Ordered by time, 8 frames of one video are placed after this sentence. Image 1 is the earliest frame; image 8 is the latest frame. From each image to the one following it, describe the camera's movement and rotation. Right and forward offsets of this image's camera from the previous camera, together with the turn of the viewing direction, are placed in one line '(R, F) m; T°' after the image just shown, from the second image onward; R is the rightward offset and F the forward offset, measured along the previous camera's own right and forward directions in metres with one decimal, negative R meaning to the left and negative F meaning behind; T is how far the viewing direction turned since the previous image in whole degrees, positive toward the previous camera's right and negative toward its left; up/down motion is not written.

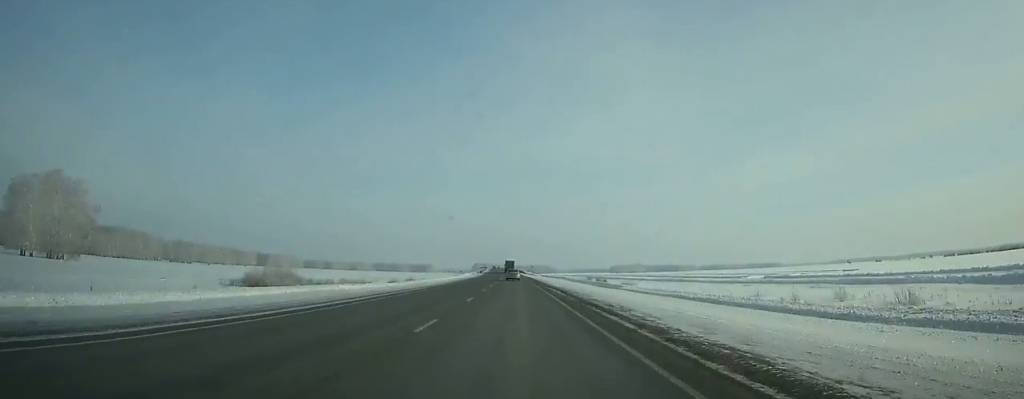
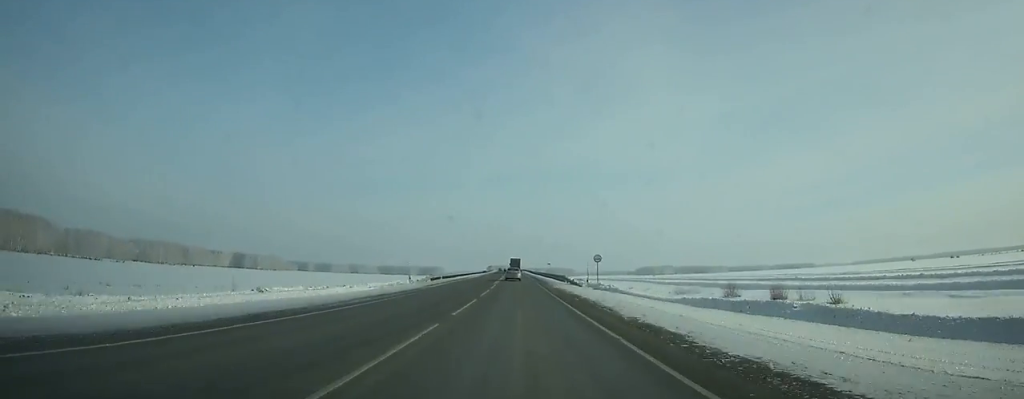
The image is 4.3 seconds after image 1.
(-1.8, +121.3) m; -1°
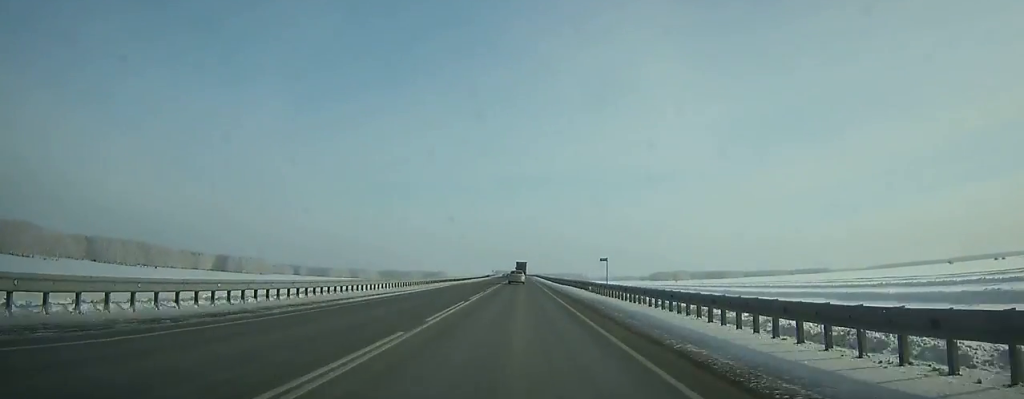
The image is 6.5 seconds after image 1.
(-0.4, +60.1) m; 0°
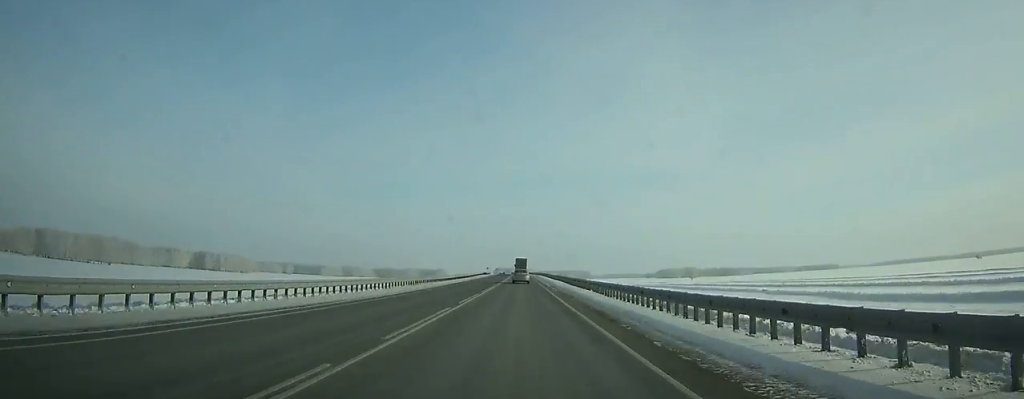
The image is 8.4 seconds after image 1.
(-0.2, +51.1) m; 0°
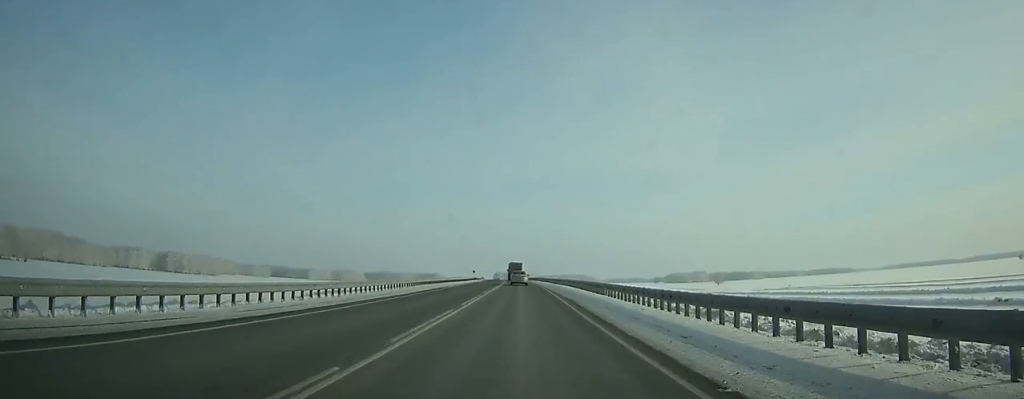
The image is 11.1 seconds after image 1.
(-0.2, +71.1) m; -1°
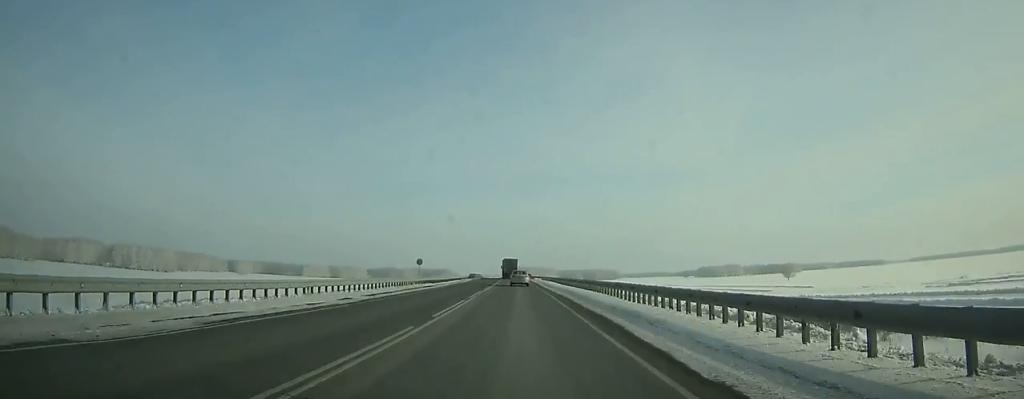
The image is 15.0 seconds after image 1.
(-1.9, +99.7) m; -2°
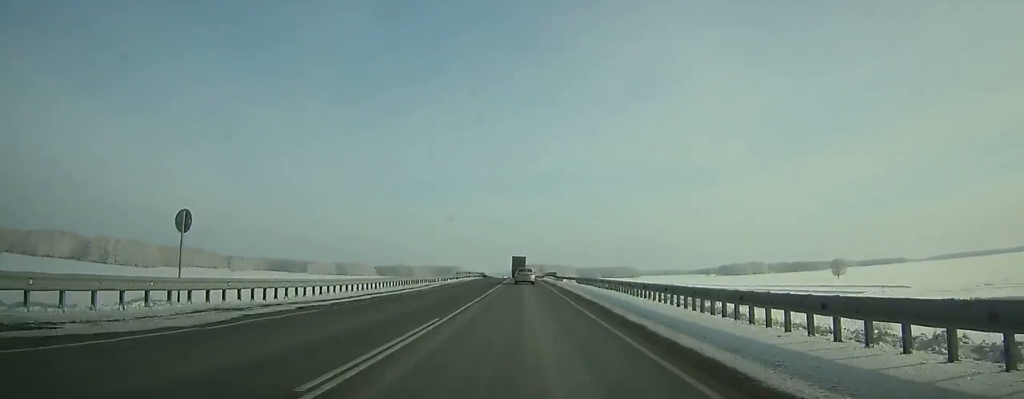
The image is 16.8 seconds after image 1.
(-0.6, +45.4) m; -1°
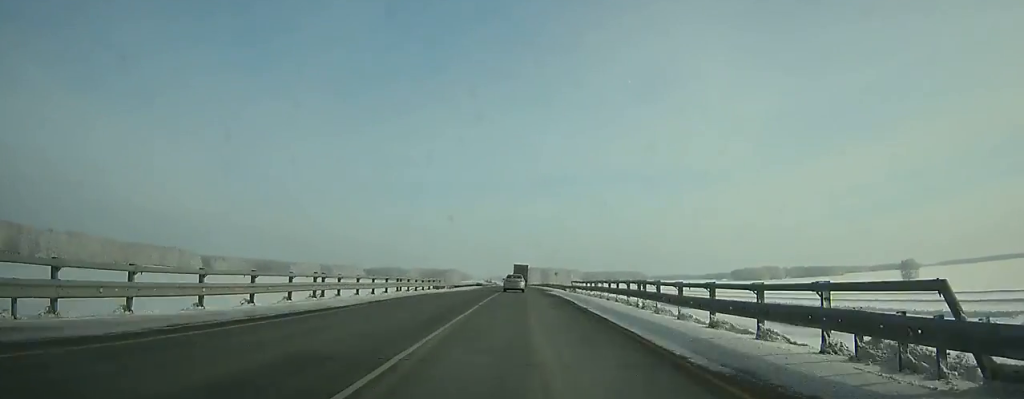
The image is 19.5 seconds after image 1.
(+0.2, +67.0) m; 0°
